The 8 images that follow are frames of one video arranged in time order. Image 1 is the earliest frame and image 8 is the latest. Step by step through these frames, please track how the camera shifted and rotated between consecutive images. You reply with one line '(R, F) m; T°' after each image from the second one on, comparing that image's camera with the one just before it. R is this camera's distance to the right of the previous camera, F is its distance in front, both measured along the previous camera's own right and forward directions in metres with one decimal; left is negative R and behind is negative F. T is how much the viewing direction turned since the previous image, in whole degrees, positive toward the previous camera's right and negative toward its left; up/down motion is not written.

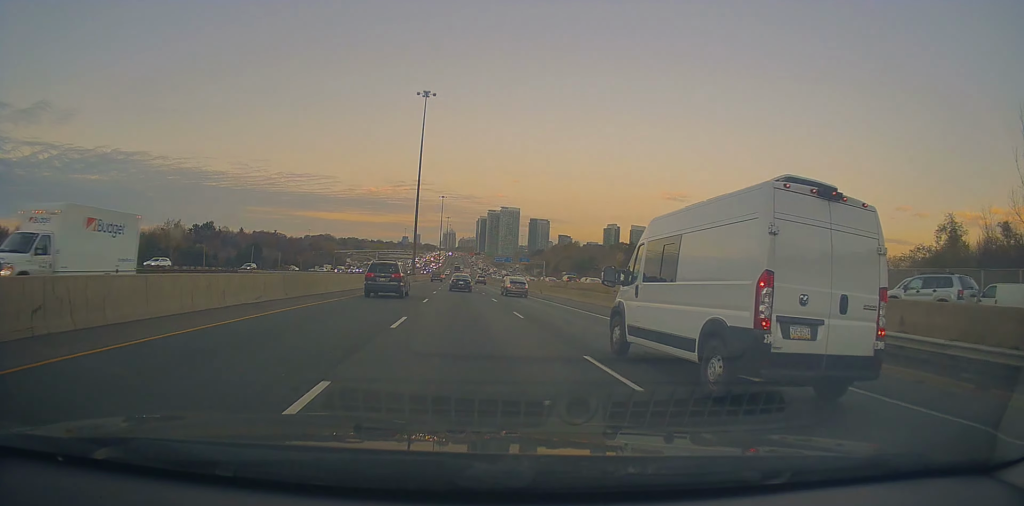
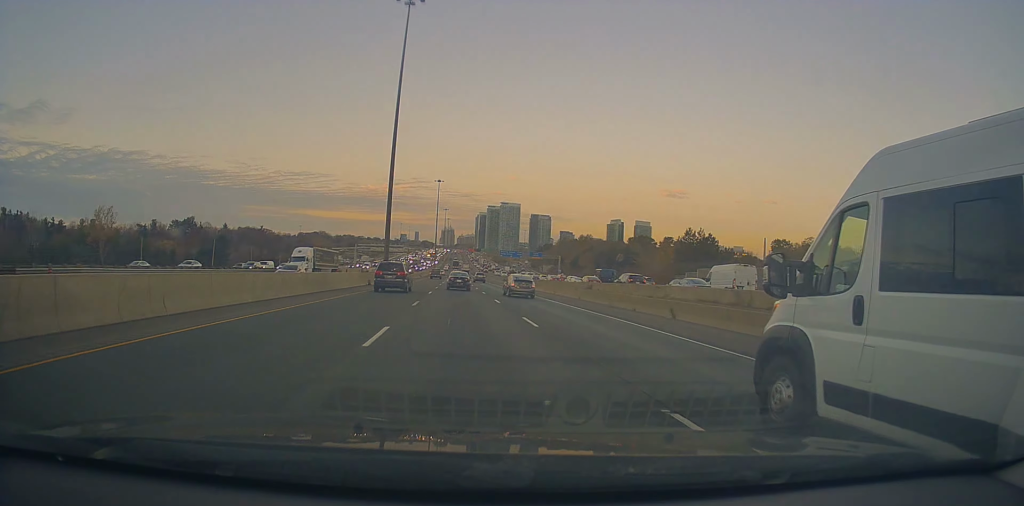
(+0.1, +39.5) m; -1°
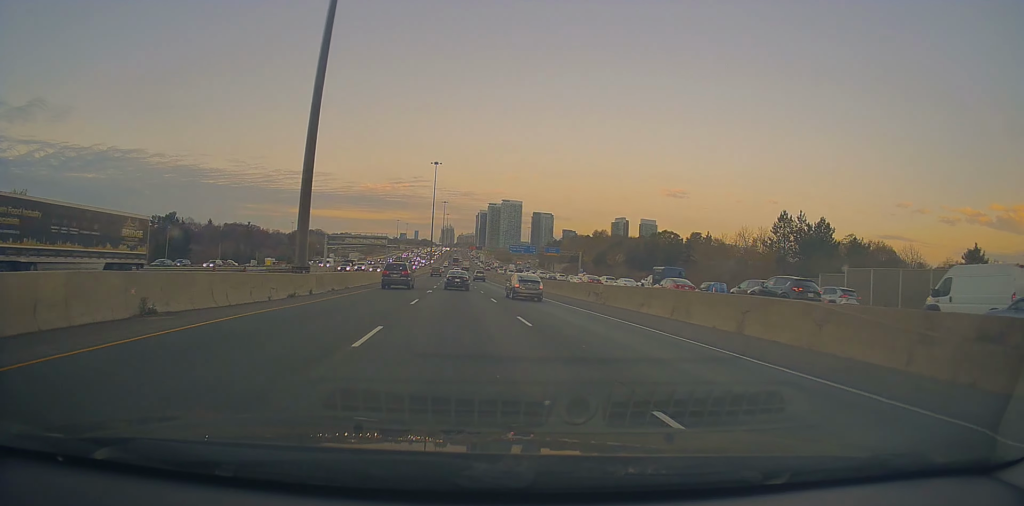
(-0.5, +35.8) m; 0°
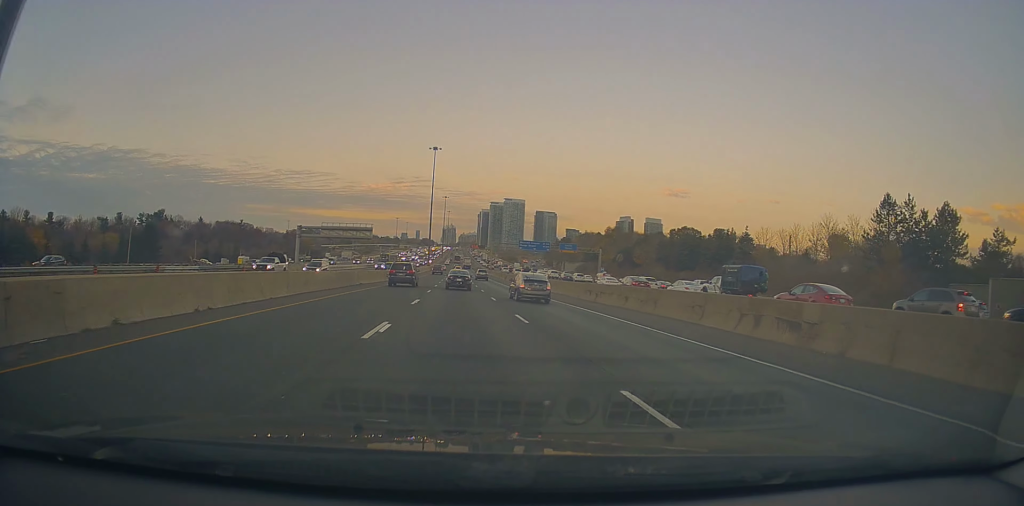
(+0.1, +22.9) m; 0°
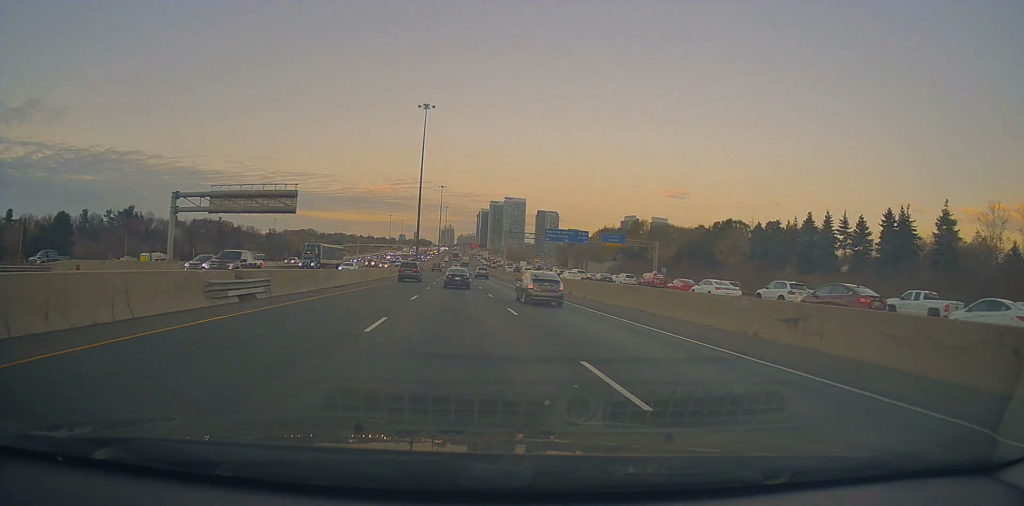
(+0.3, +45.8) m; 0°
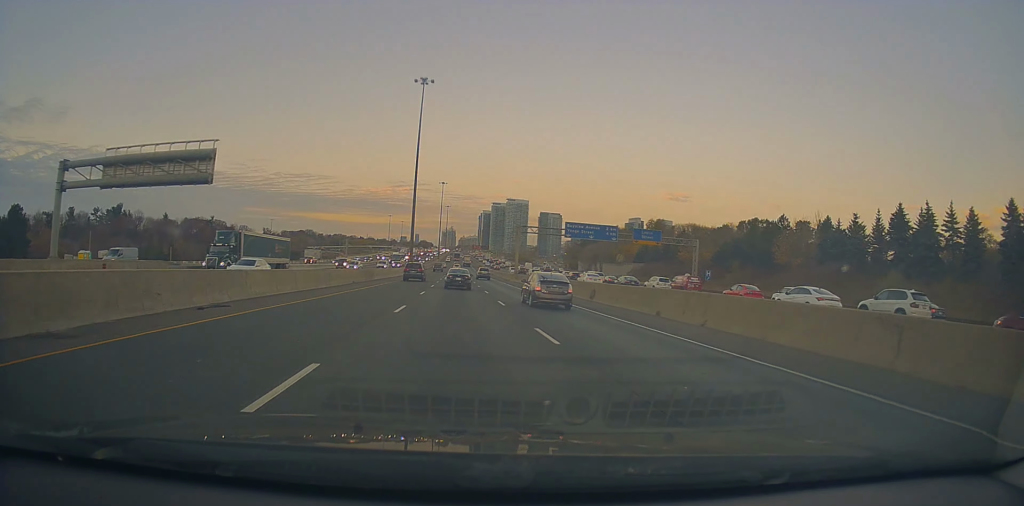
(-0.4, +18.7) m; -1°
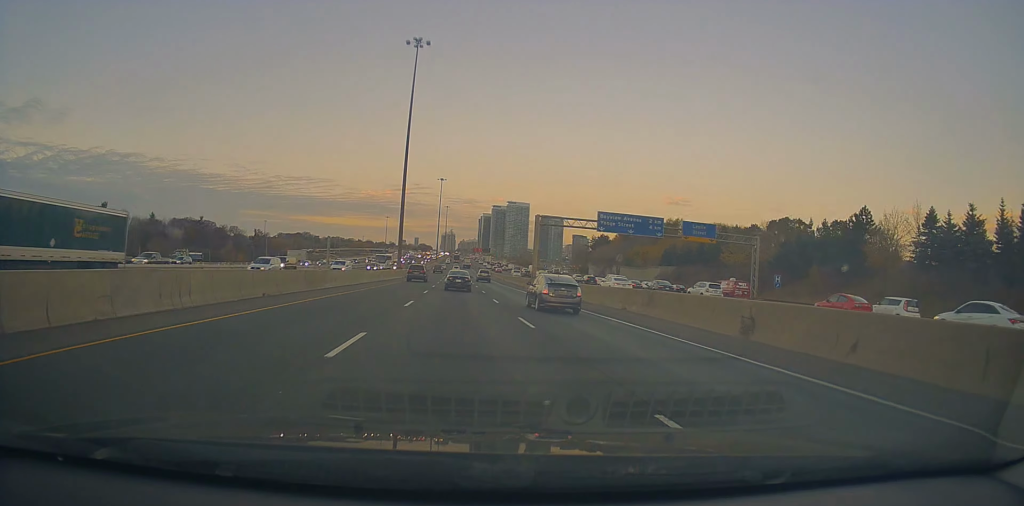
(-0.1, +20.4) m; +1°
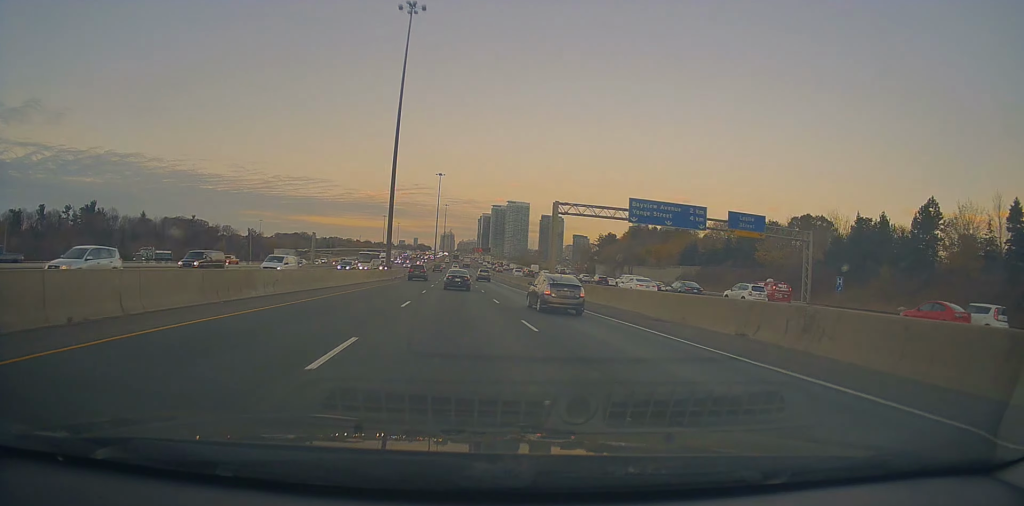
(-0.1, +12.8) m; +1°
